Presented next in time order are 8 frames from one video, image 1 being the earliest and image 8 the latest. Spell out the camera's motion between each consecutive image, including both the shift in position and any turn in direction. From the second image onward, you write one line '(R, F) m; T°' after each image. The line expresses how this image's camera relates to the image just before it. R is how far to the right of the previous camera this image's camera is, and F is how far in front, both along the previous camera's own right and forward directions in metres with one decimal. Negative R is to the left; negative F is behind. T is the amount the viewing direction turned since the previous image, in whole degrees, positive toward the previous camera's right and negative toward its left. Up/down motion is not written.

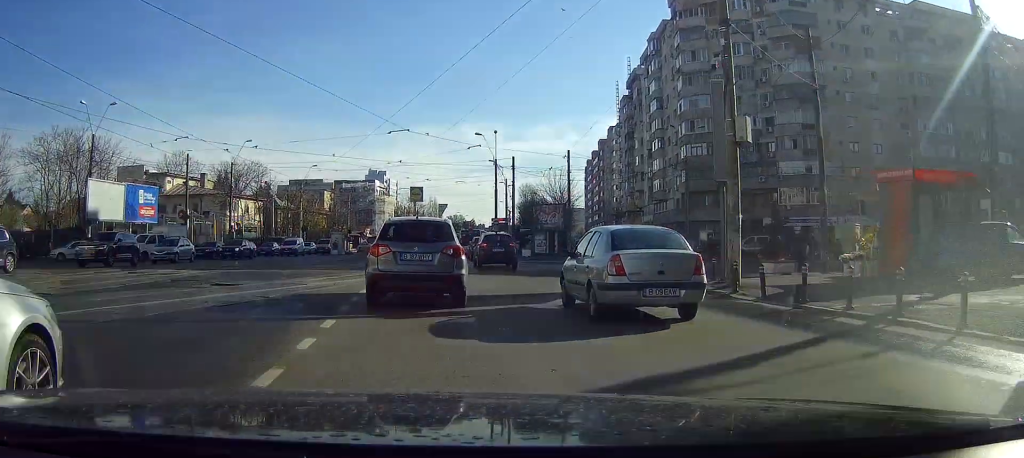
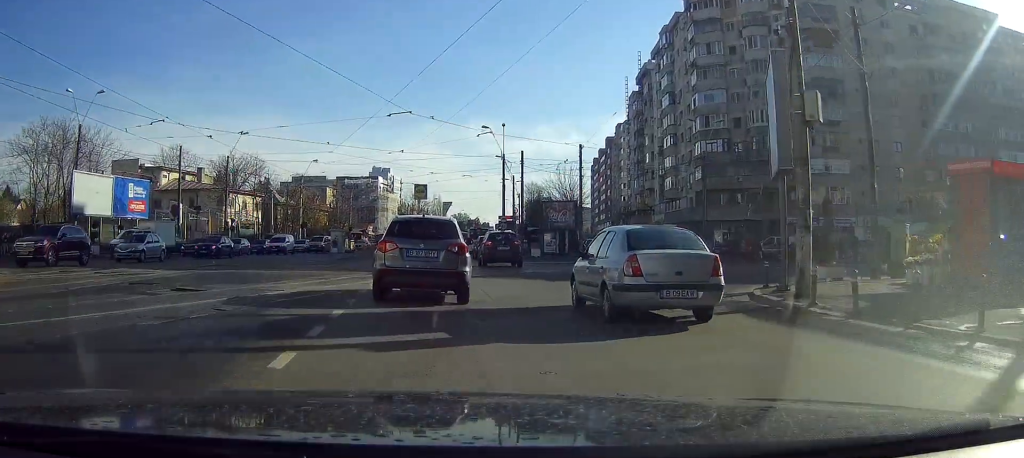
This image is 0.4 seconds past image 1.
(0.0, +2.9) m; 0°
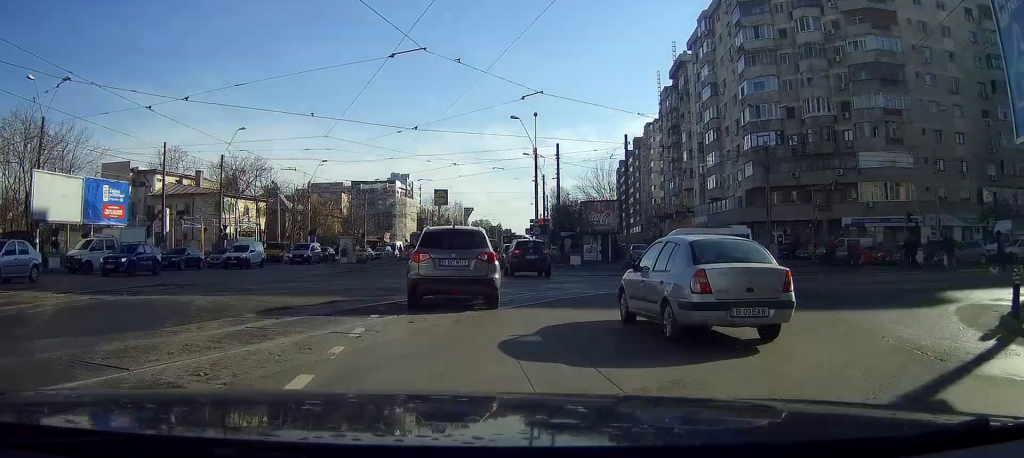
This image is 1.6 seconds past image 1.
(0.0, +6.1) m; 0°
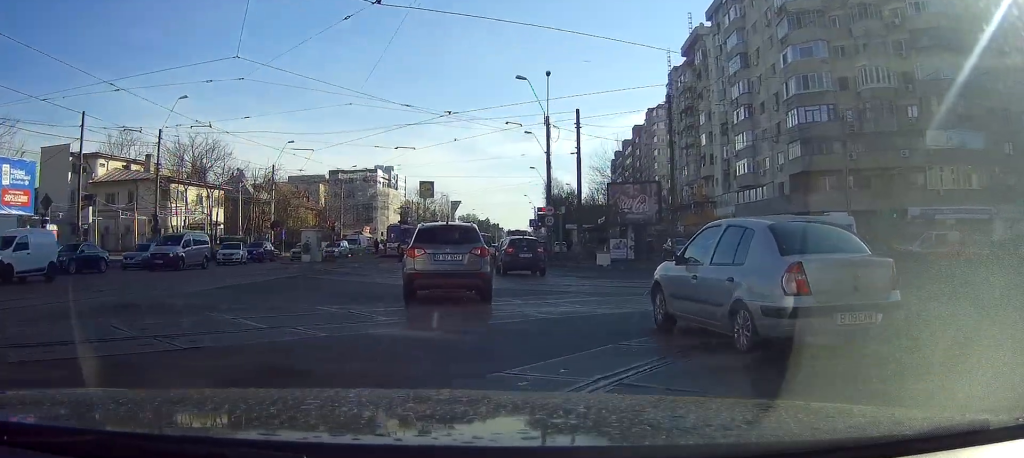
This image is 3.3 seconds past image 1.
(+0.1, +9.7) m; +1°
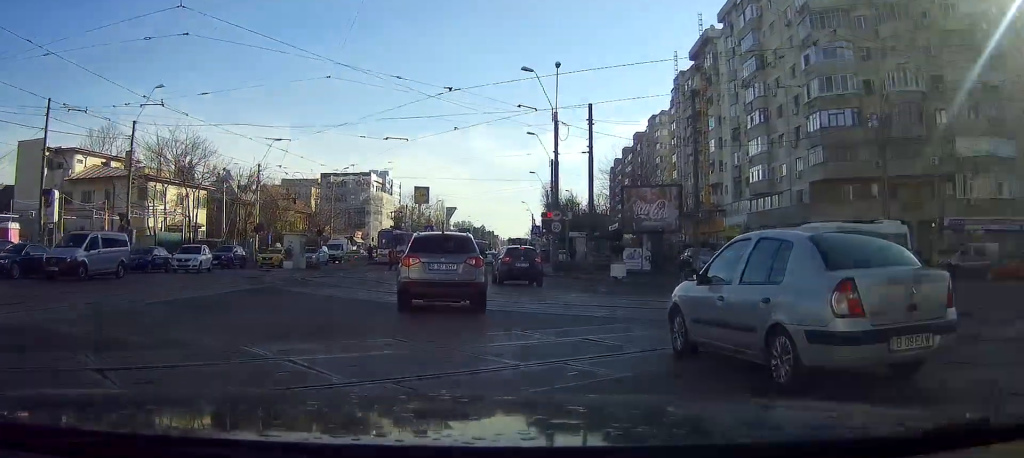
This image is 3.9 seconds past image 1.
(0.0, +4.6) m; 0°
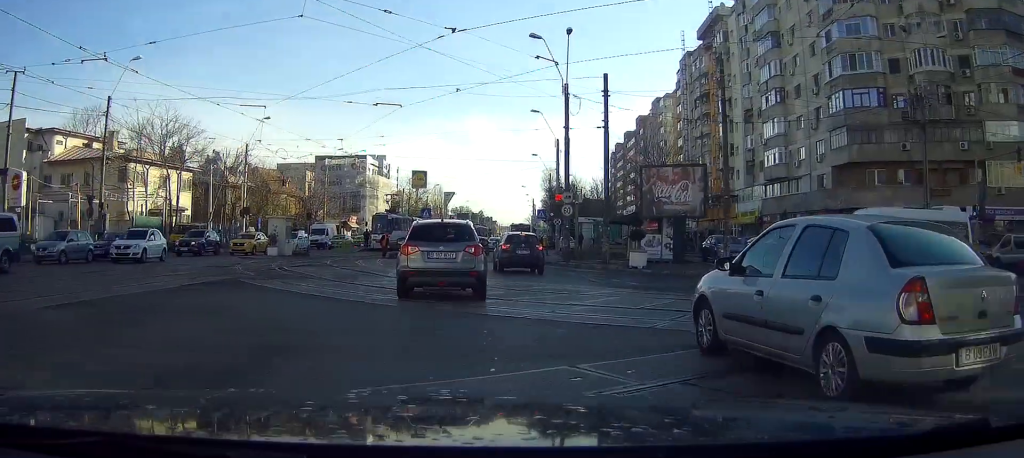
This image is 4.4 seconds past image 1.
(0.0, +4.9) m; -1°
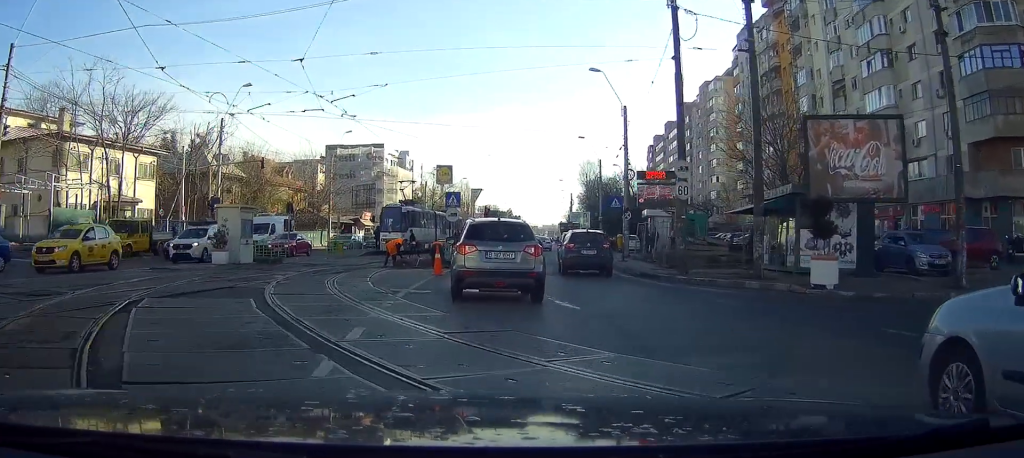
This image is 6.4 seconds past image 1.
(-0.5, +19.1) m; -2°
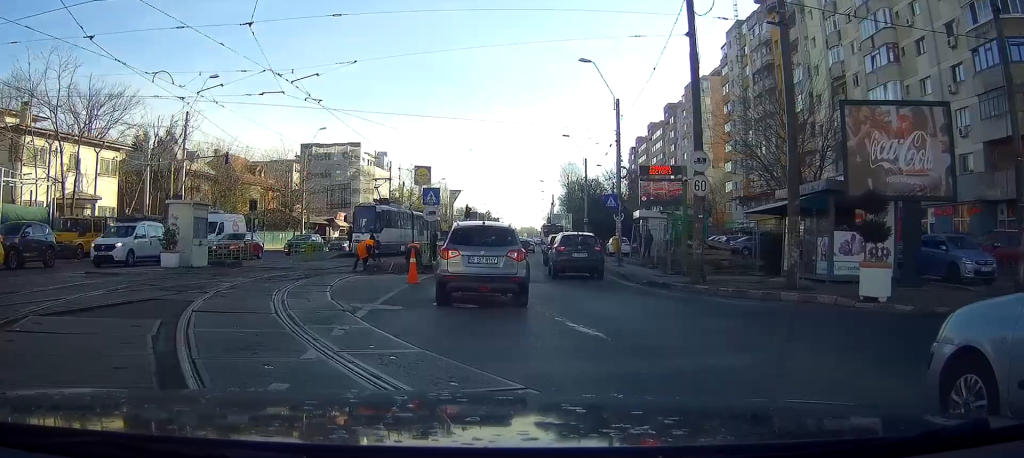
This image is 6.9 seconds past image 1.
(0.0, +4.9) m; 0°
